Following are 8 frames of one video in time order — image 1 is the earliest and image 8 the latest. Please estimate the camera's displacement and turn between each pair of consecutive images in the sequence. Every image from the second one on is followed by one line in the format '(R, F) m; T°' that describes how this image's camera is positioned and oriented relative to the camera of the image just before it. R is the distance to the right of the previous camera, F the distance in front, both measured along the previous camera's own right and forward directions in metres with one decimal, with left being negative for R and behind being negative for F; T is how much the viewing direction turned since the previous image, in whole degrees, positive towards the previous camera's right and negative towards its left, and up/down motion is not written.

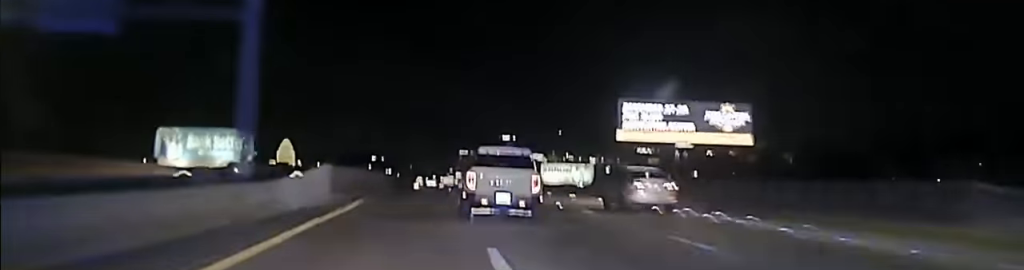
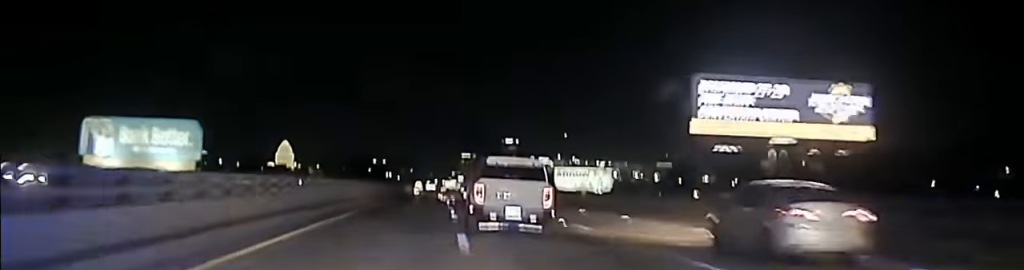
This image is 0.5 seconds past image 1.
(0.0, +27.7) m; 0°
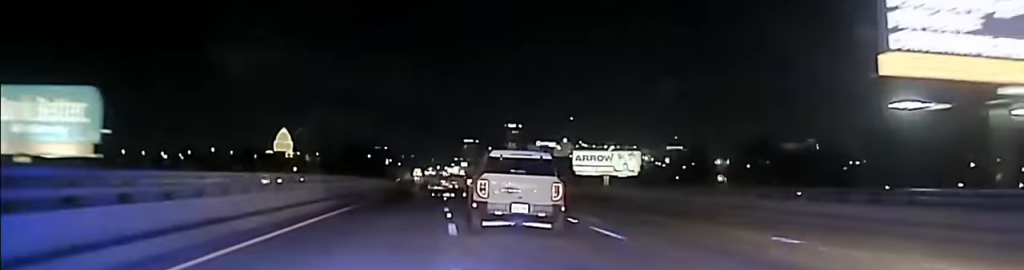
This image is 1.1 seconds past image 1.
(0.0, +27.7) m; 0°
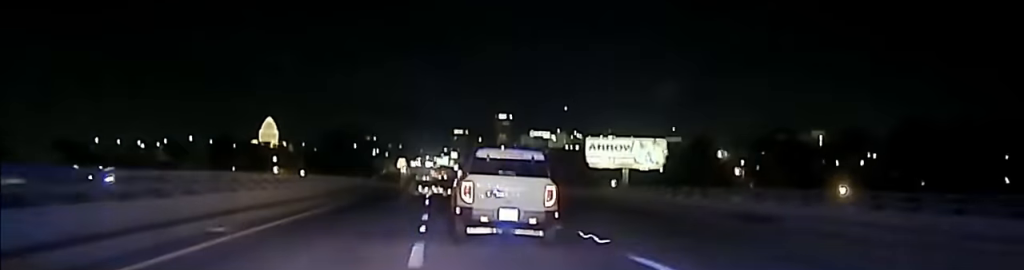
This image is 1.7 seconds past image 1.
(0.0, +31.3) m; 0°
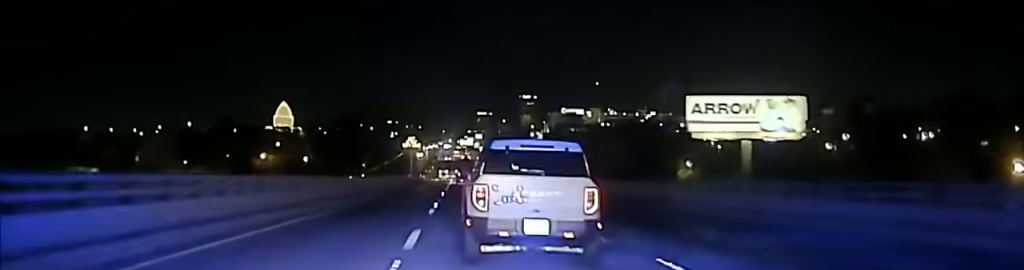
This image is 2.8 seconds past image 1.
(0.0, +56.7) m; 0°
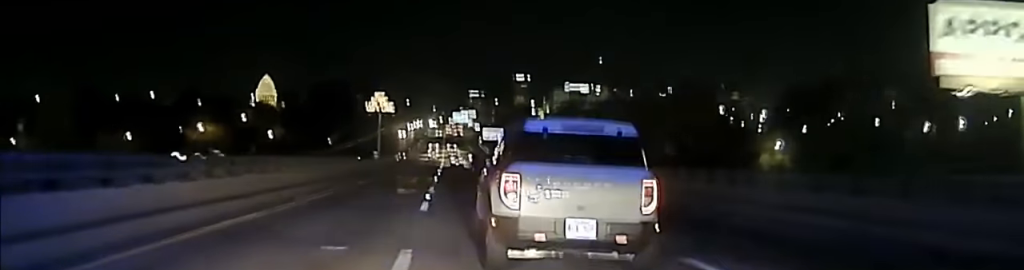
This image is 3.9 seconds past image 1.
(+0.2, +54.2) m; 0°
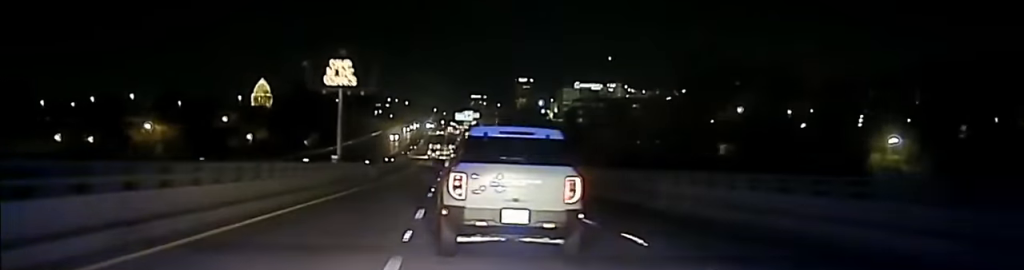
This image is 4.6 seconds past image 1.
(-0.2, +34.9) m; -1°
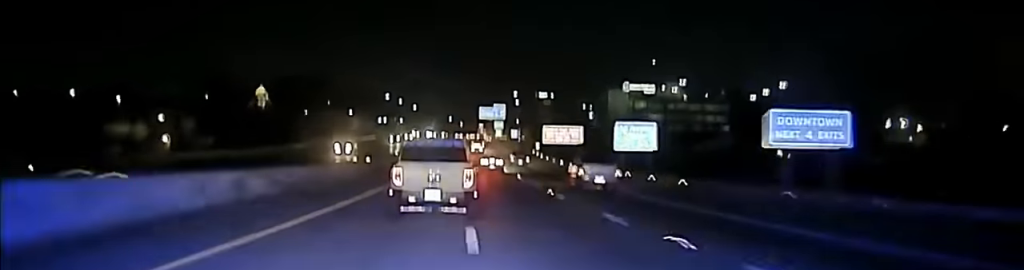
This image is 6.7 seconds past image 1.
(-0.9, +100.1) m; 0°
